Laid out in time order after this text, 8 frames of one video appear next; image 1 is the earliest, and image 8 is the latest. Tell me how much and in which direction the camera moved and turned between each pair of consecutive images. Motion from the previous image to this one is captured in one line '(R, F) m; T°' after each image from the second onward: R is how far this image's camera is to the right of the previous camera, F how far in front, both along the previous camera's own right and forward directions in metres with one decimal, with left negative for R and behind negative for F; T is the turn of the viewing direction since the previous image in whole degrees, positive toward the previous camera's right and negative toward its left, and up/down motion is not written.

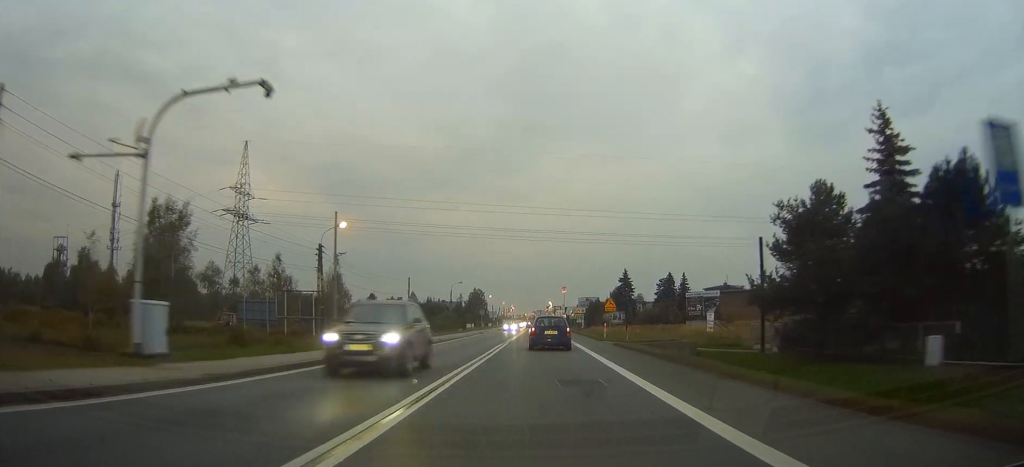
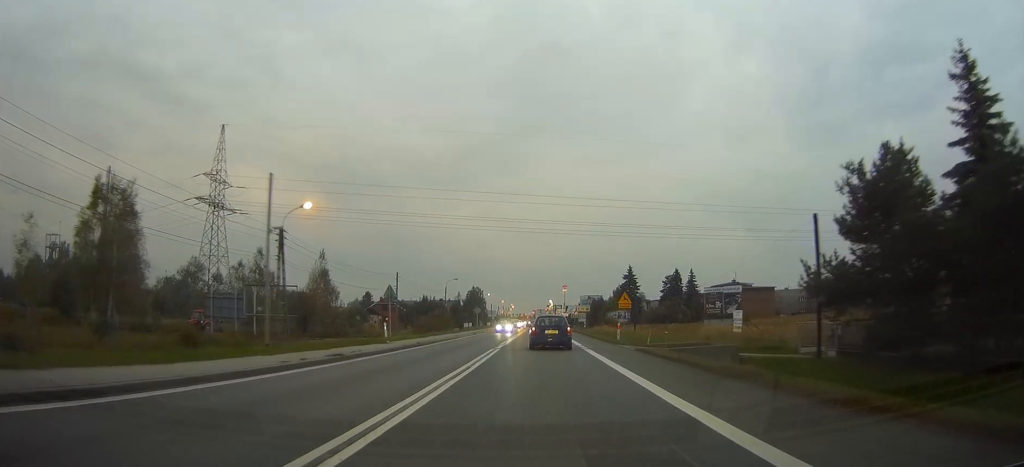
(-0.1, +7.9) m; 0°
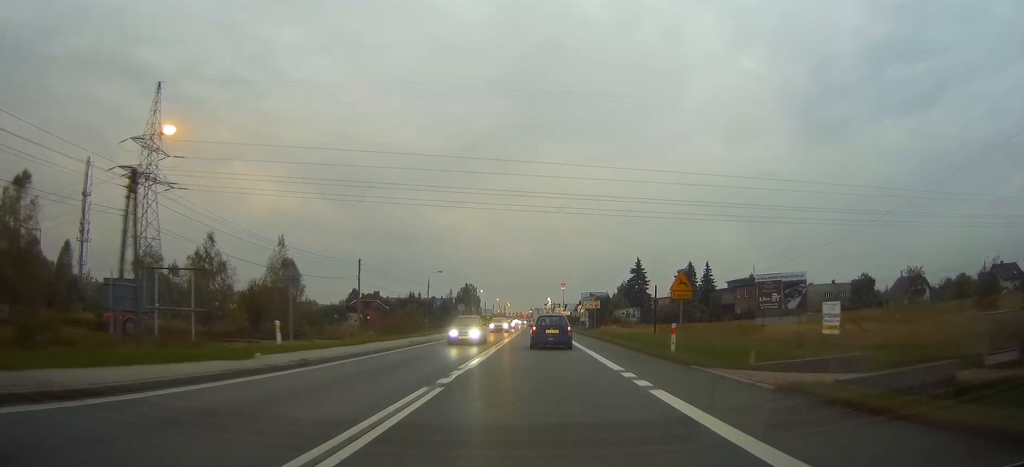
(0.0, +16.9) m; 0°
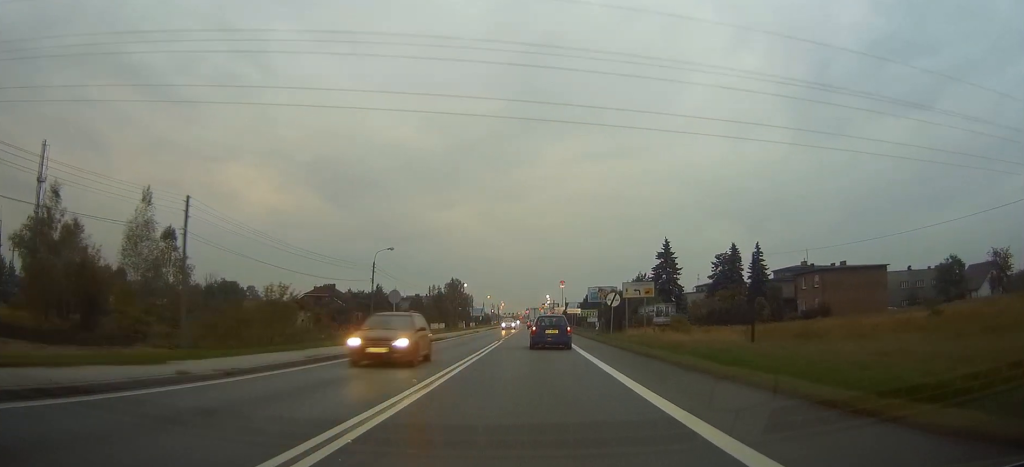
(+0.2, +34.4) m; 0°
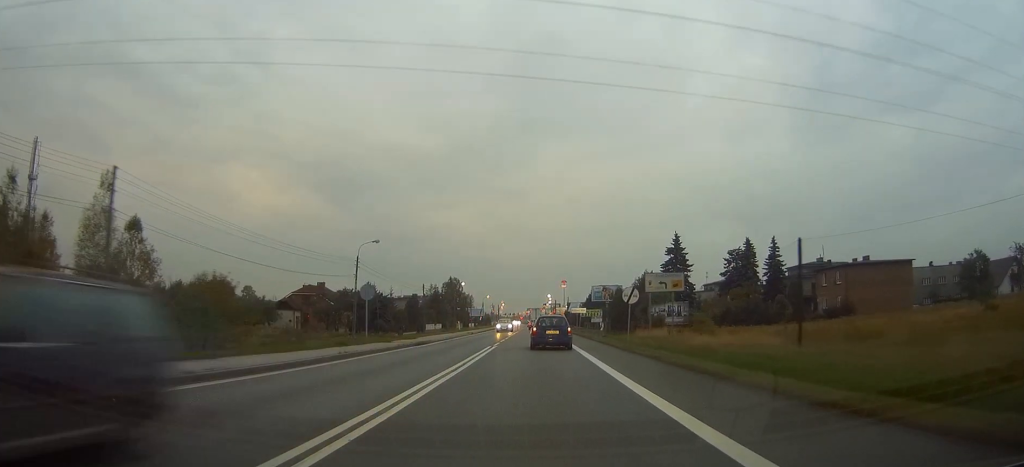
(0.0, +7.1) m; 0°
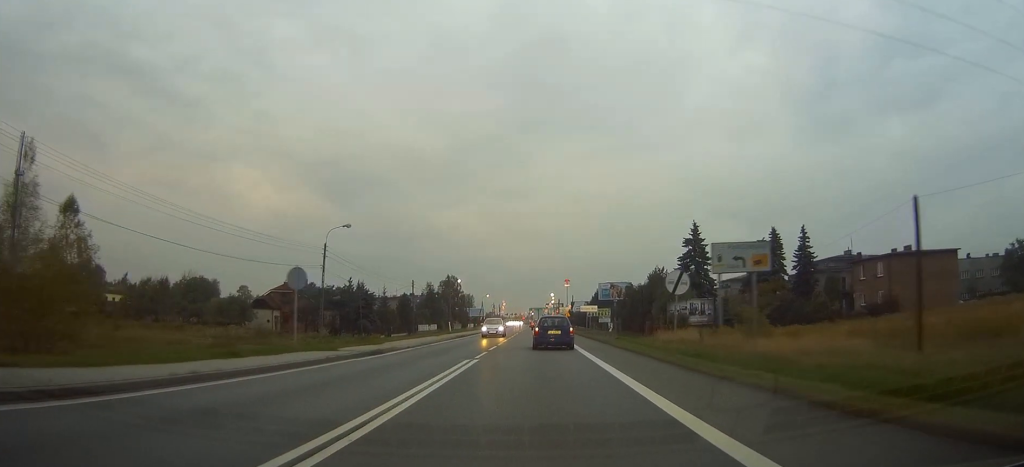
(0.0, +10.9) m; 0°
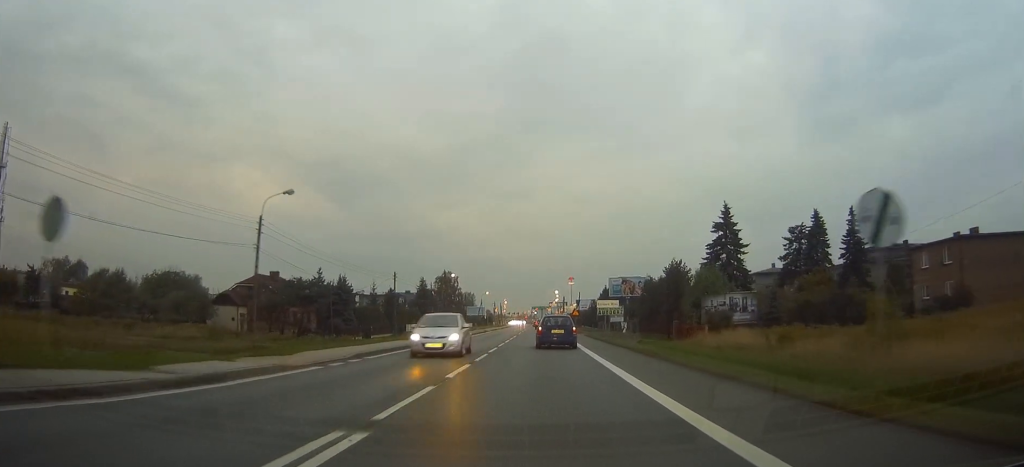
(0.0, +14.0) m; 0°
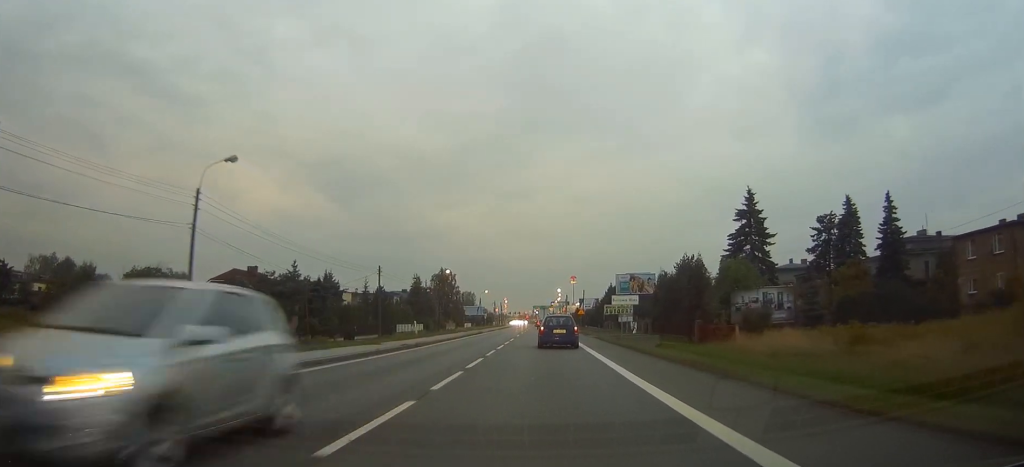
(0.0, +8.5) m; 0°
